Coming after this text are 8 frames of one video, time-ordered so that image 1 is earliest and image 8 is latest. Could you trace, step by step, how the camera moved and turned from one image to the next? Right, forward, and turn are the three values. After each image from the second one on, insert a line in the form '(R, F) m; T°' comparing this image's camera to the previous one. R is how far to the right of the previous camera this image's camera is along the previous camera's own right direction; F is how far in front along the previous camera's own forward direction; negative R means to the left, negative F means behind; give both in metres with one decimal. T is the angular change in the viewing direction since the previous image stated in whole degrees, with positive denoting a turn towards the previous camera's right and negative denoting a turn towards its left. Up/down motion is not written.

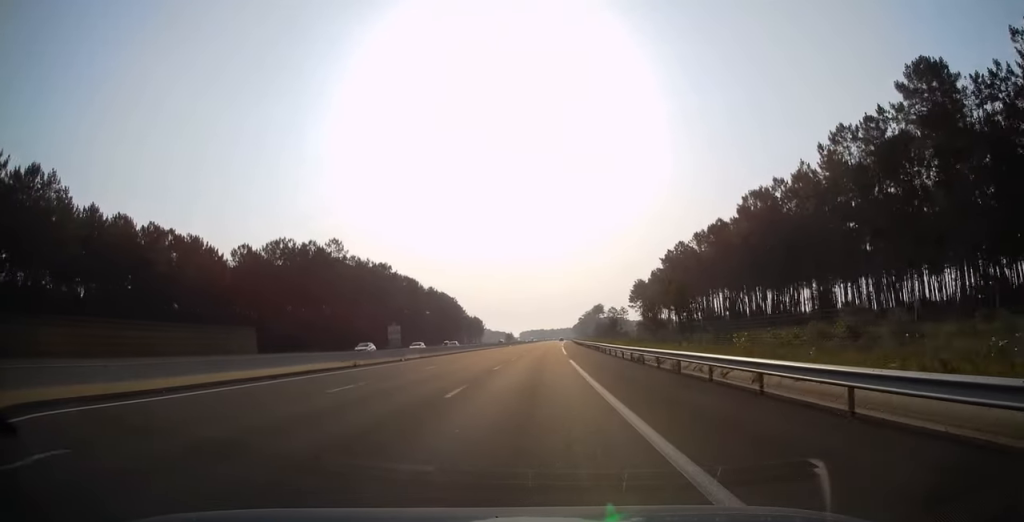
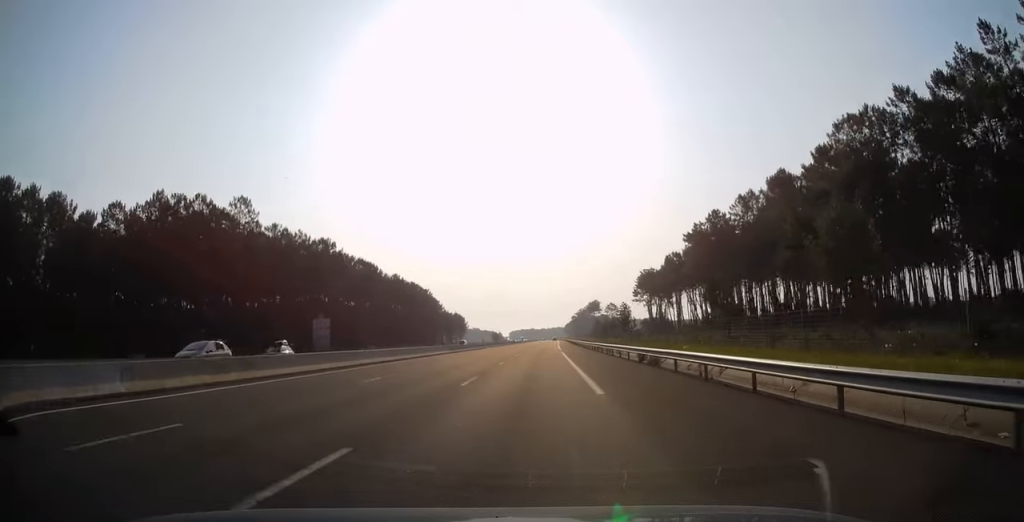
(0.0, +36.0) m; +1°
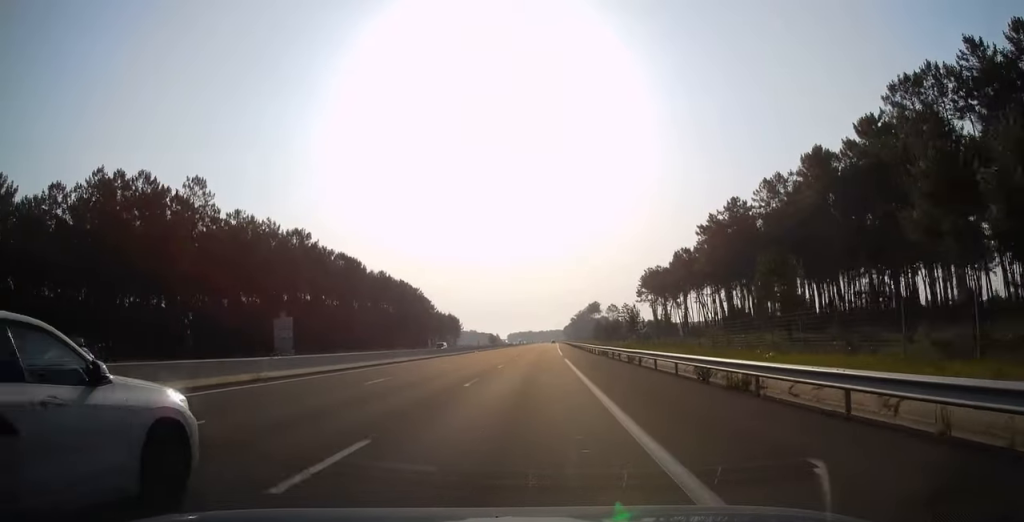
(+0.2, +12.3) m; 0°
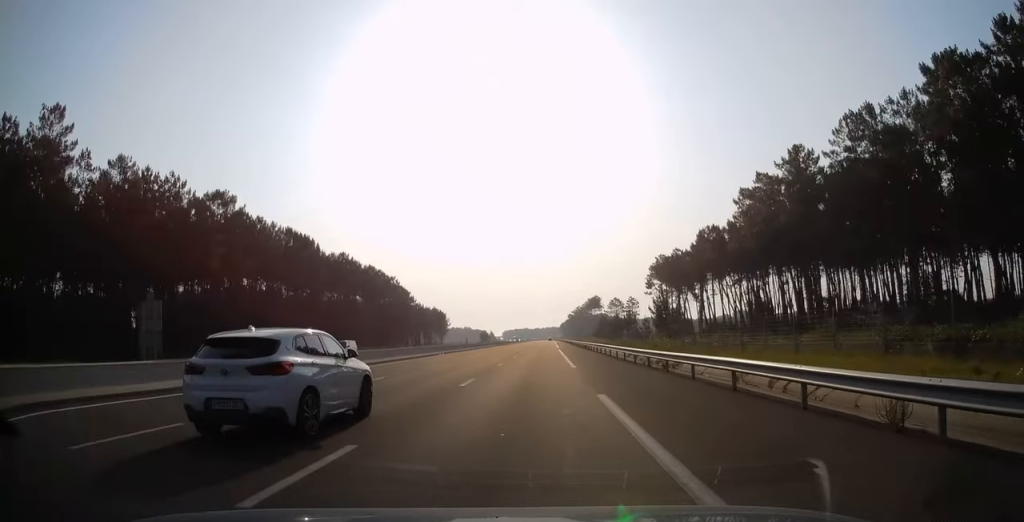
(+0.2, +26.5) m; +1°
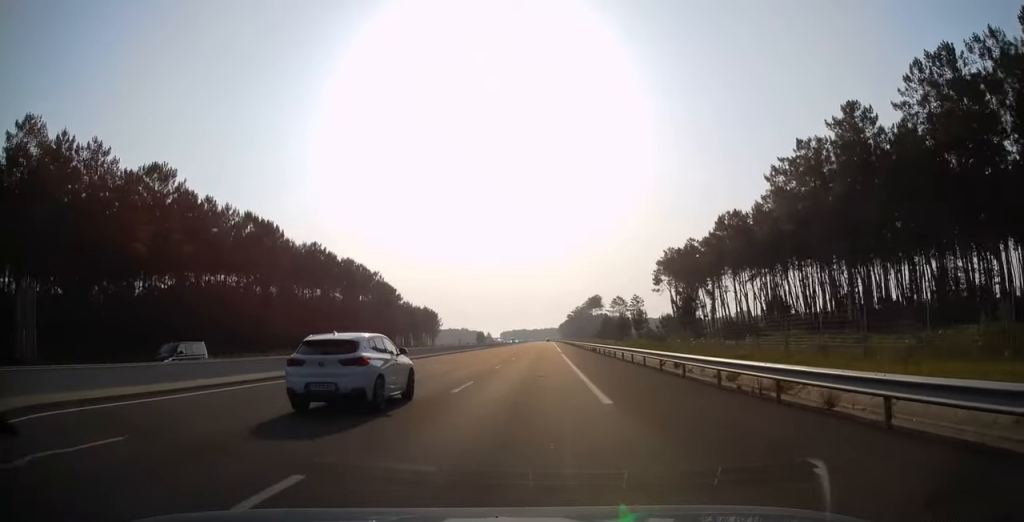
(0.0, +14.7) m; 0°
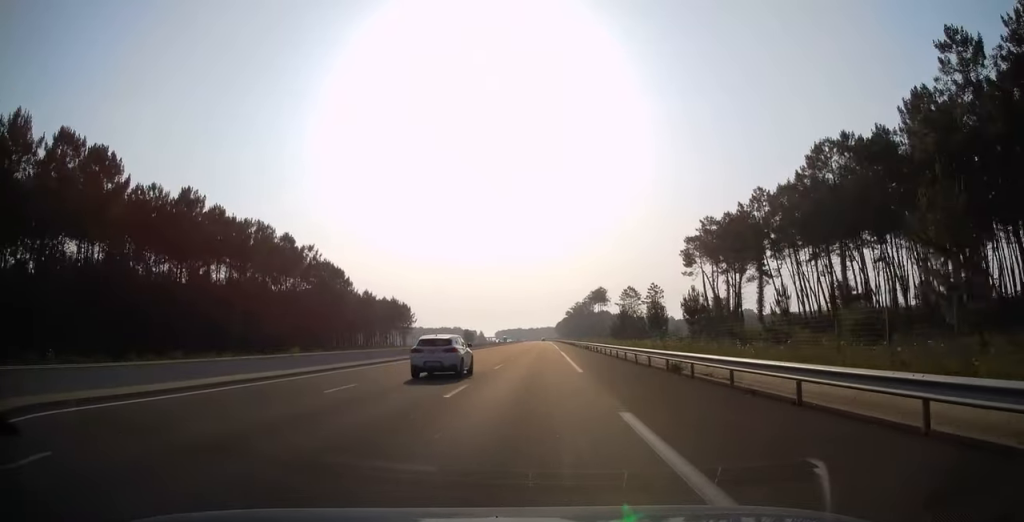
(0.0, +40.8) m; 0°
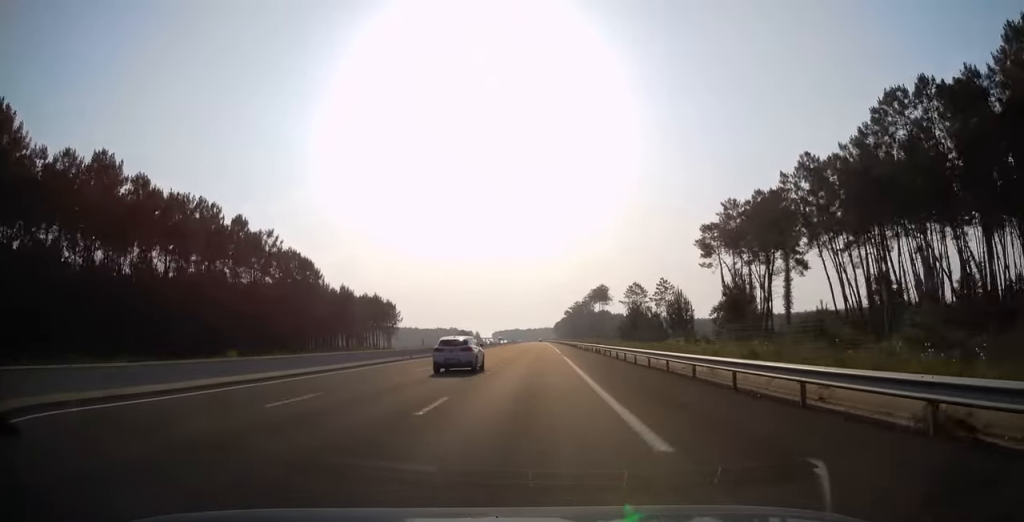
(0.0, +16.3) m; 0°
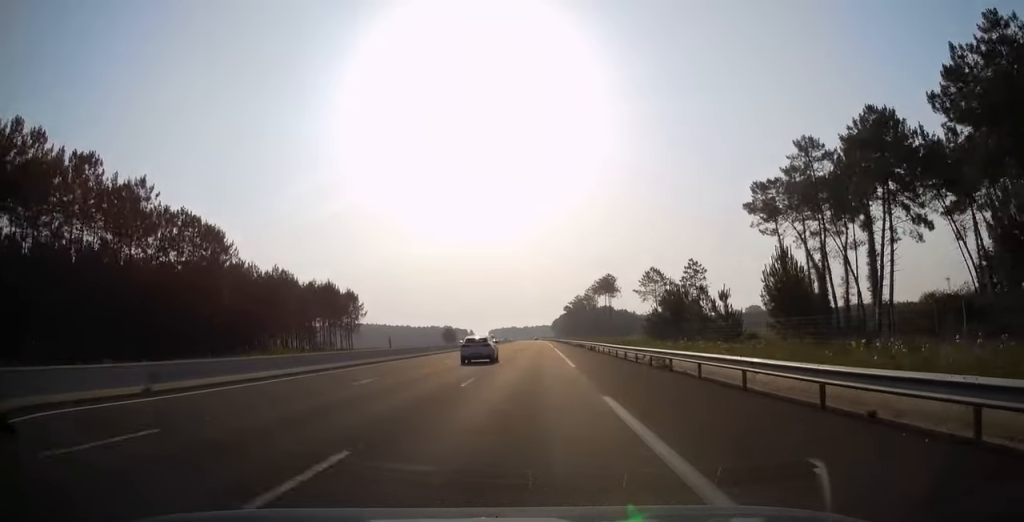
(0.0, +33.1) m; +1°
